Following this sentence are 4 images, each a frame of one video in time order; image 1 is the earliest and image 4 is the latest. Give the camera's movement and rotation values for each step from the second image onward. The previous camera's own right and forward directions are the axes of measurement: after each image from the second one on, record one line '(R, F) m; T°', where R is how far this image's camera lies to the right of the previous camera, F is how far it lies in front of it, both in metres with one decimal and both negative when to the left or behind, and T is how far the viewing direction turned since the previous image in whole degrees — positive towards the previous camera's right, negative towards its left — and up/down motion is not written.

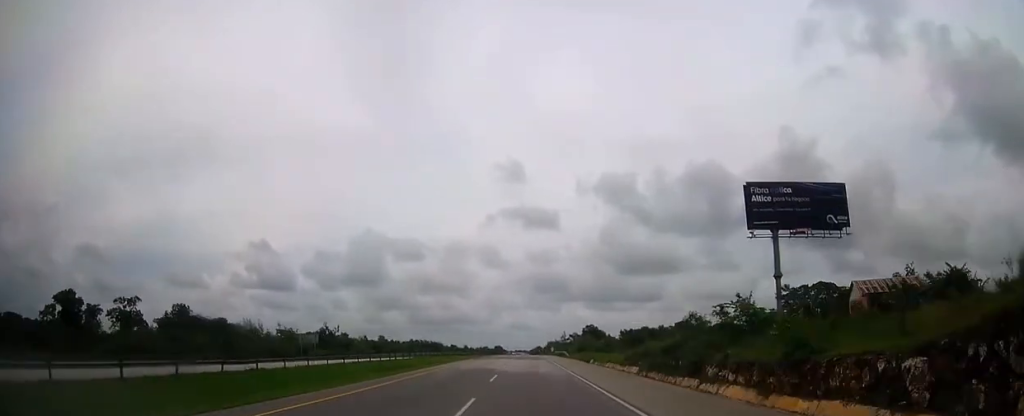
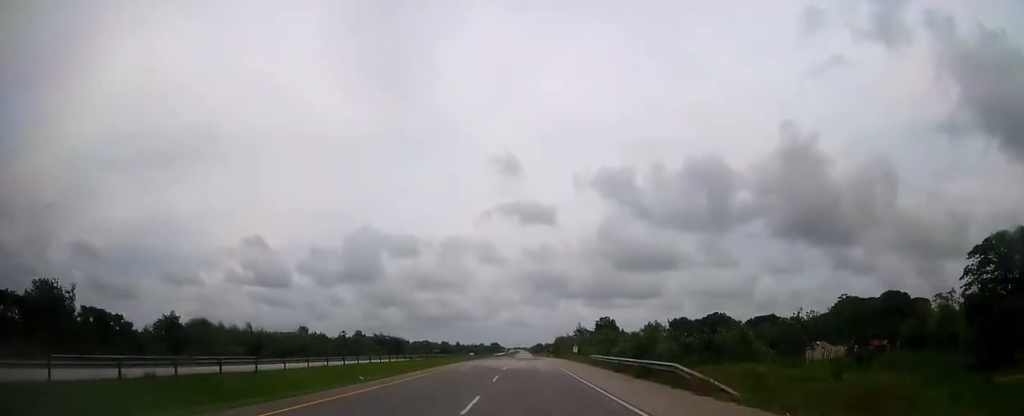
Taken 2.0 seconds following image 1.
(-0.1, +59.1) m; 0°
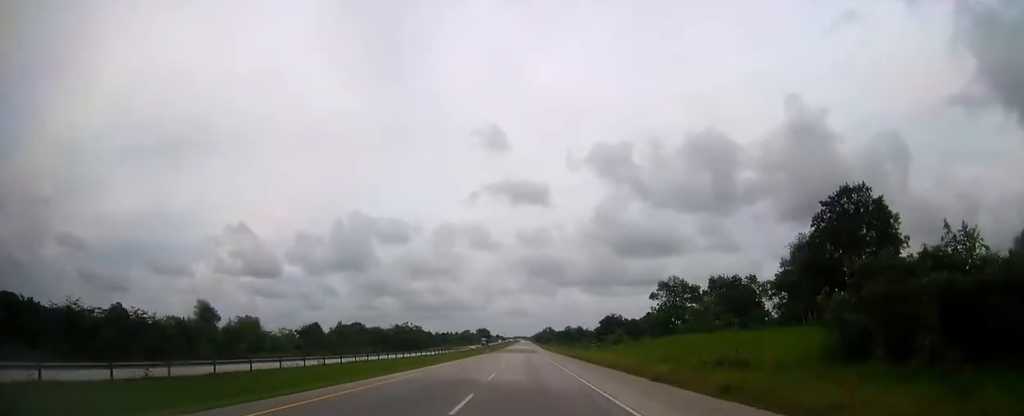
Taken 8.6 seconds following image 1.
(+0.7, +192.8) m; 0°
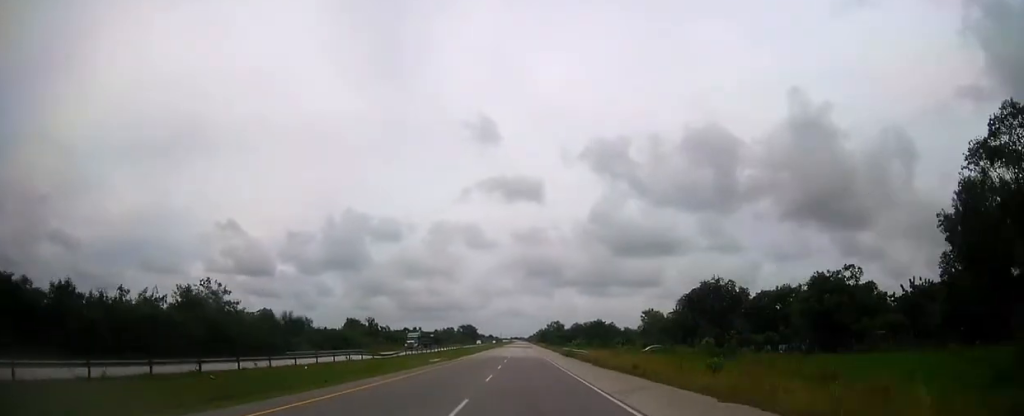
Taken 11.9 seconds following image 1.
(-0.1, +96.3) m; 0°
